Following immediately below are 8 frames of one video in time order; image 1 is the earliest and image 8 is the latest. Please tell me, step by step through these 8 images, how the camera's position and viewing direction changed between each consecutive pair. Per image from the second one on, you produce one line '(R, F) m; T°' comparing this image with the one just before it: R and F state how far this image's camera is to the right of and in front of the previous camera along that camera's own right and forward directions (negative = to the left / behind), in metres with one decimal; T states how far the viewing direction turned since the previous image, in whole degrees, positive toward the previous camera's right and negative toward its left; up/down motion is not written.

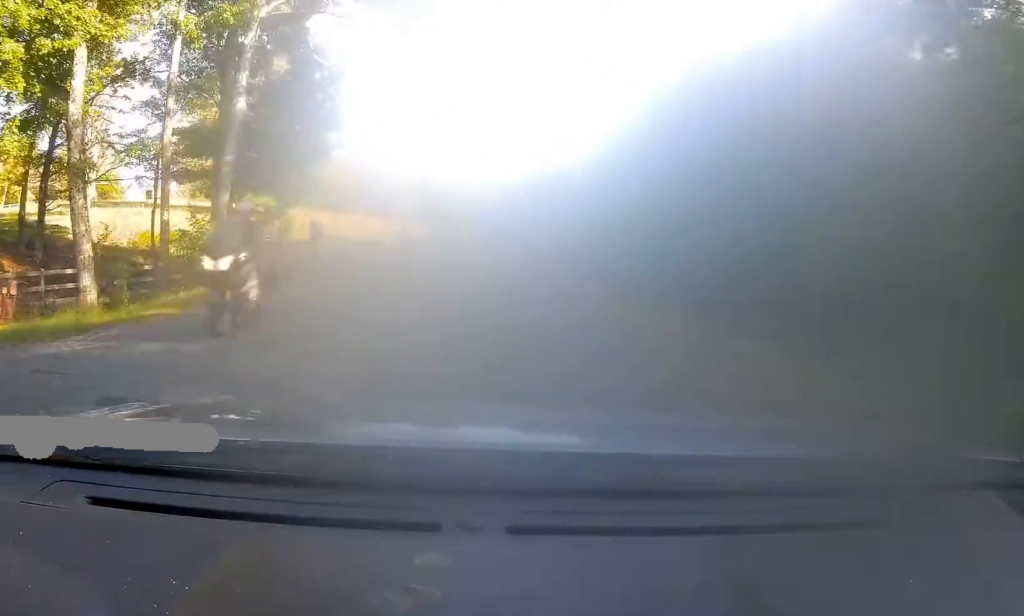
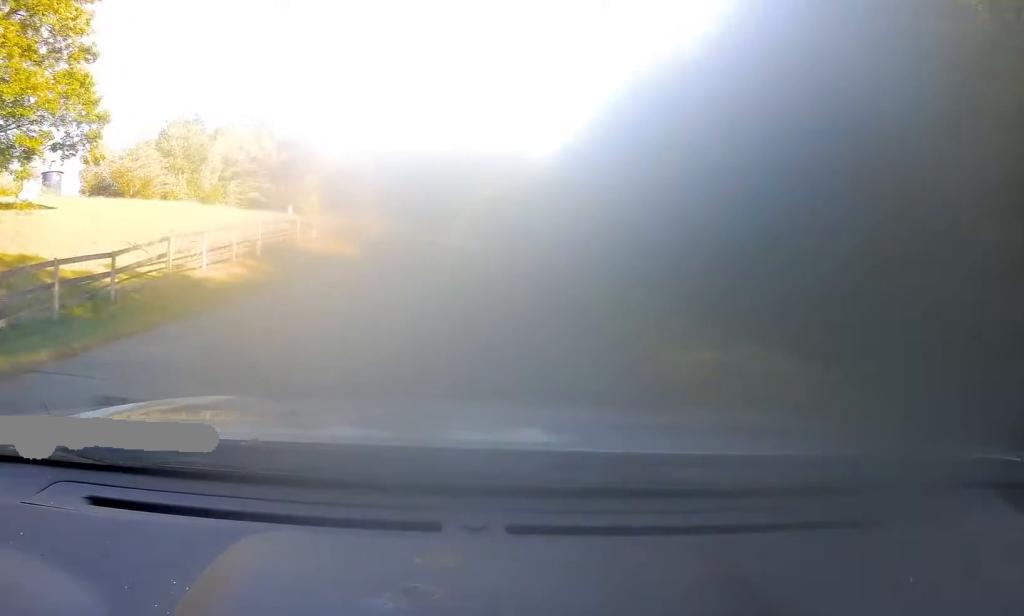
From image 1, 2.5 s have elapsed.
(-0.6, +49.8) m; -3°
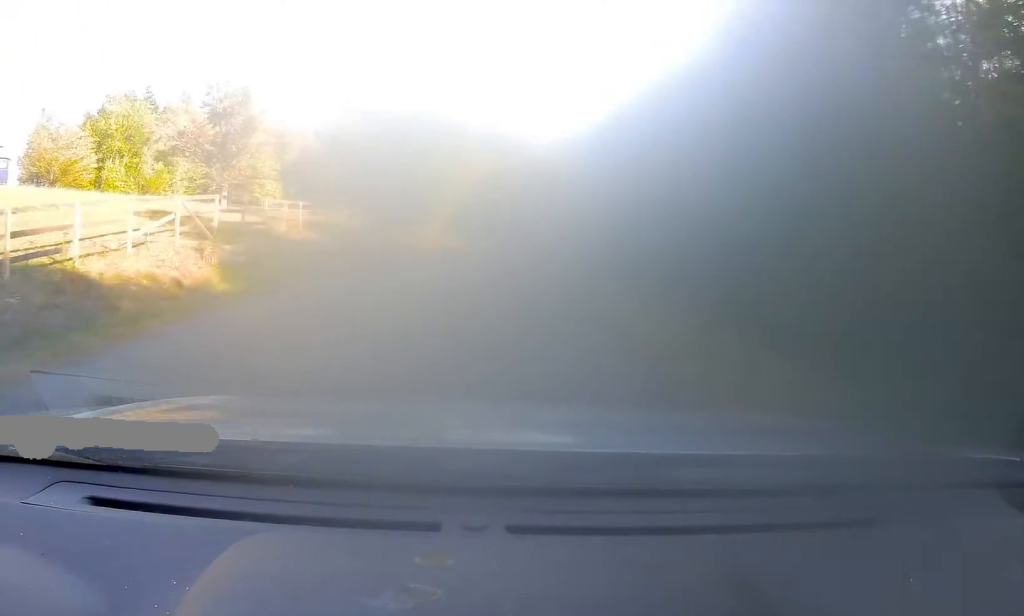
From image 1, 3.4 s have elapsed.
(-0.3, +18.9) m; +1°
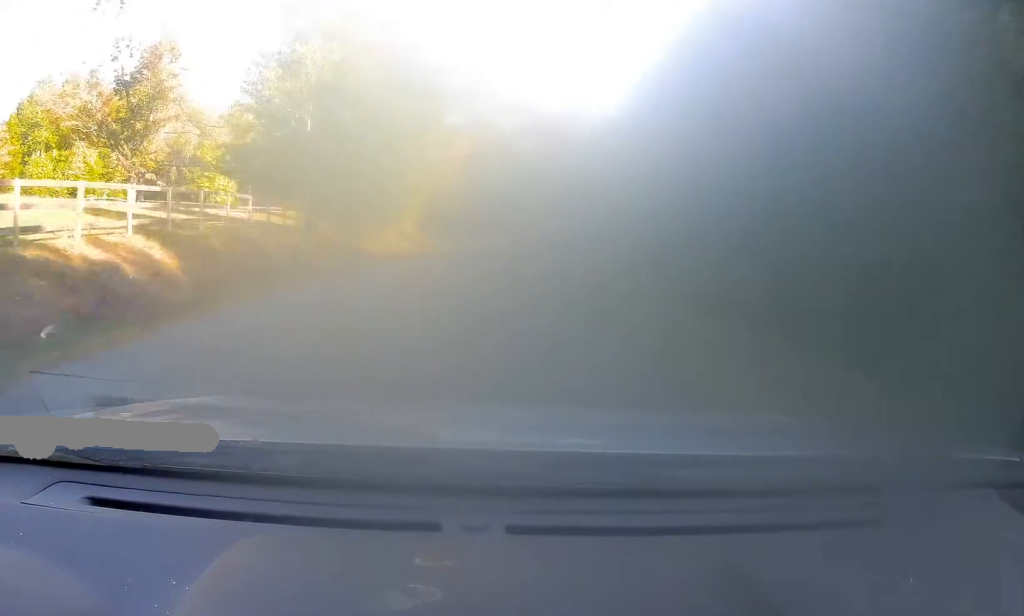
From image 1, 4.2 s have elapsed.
(+0.4, +16.4) m; +2°
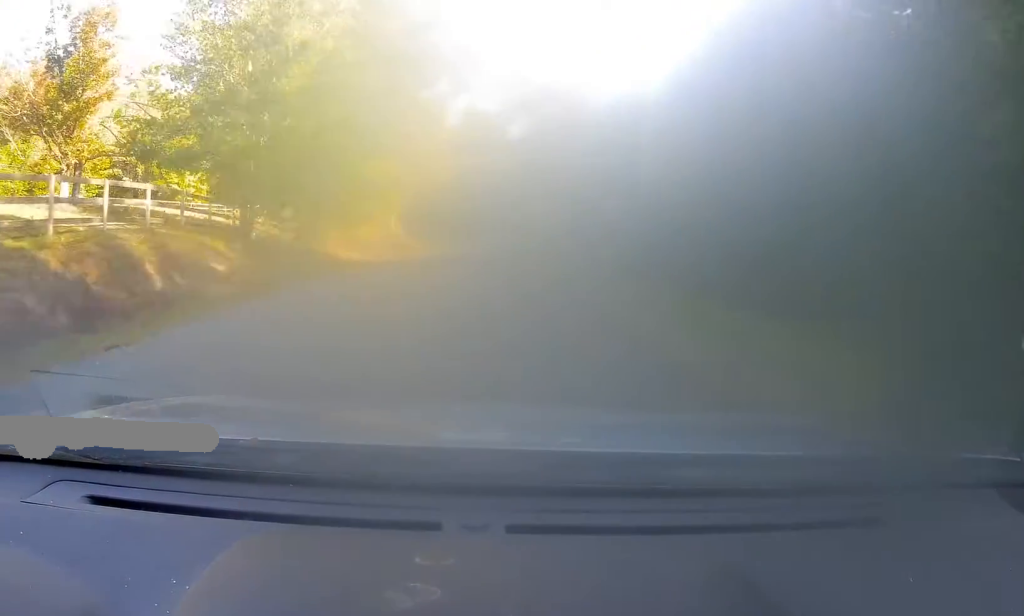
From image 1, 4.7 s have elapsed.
(+0.1, +8.9) m; +1°
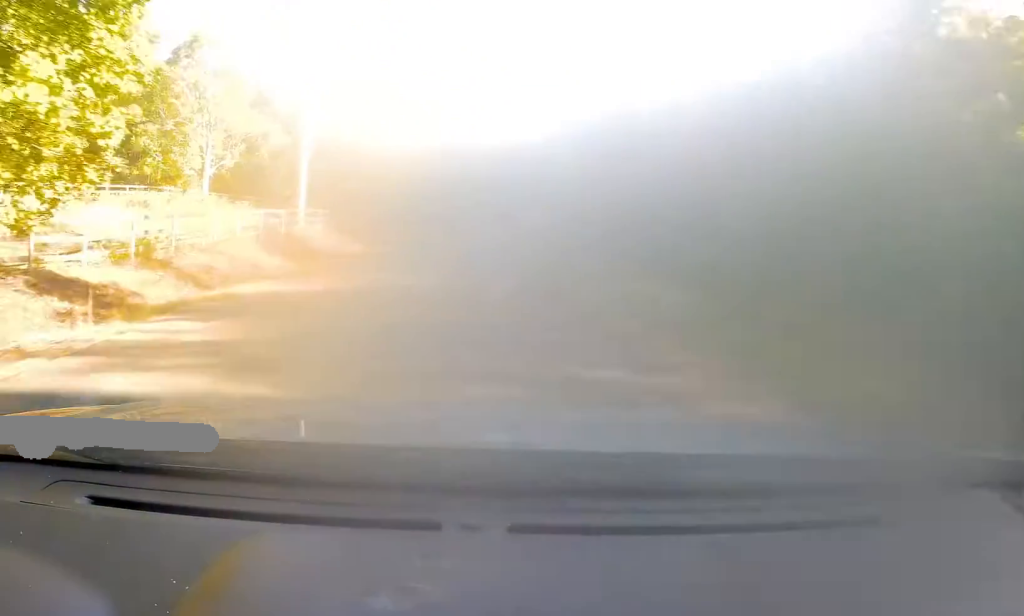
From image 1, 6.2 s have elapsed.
(-0.2, +31.8) m; 0°
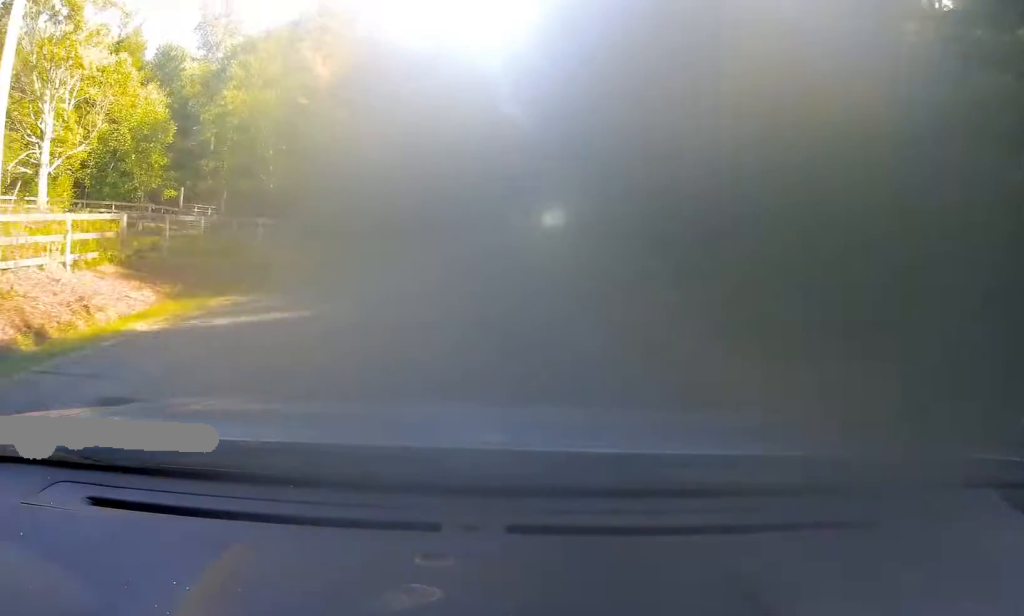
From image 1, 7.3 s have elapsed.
(+0.8, +23.8) m; +3°
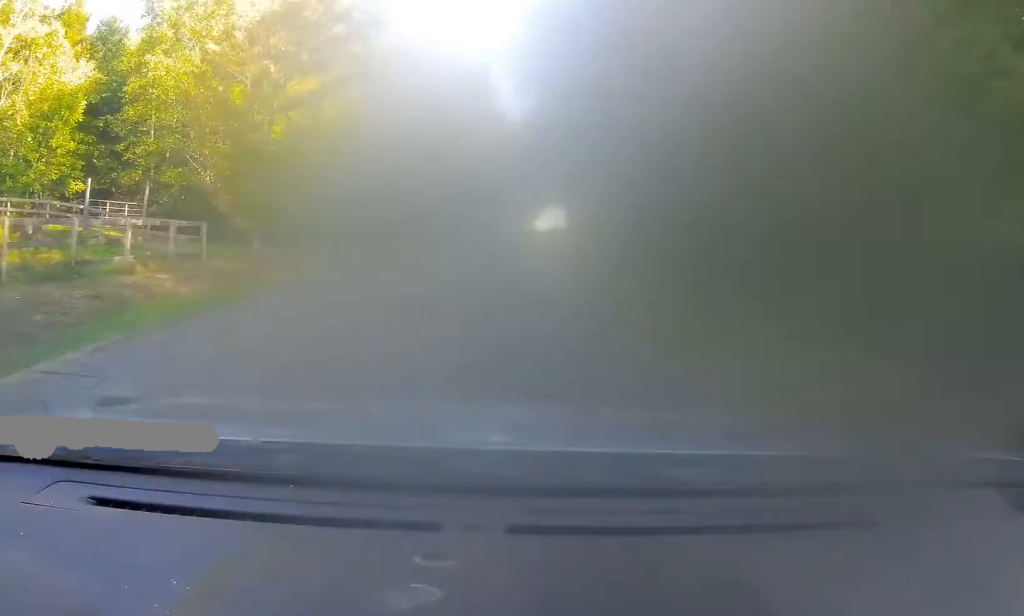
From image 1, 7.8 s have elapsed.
(+0.1, +10.5) m; 0°
